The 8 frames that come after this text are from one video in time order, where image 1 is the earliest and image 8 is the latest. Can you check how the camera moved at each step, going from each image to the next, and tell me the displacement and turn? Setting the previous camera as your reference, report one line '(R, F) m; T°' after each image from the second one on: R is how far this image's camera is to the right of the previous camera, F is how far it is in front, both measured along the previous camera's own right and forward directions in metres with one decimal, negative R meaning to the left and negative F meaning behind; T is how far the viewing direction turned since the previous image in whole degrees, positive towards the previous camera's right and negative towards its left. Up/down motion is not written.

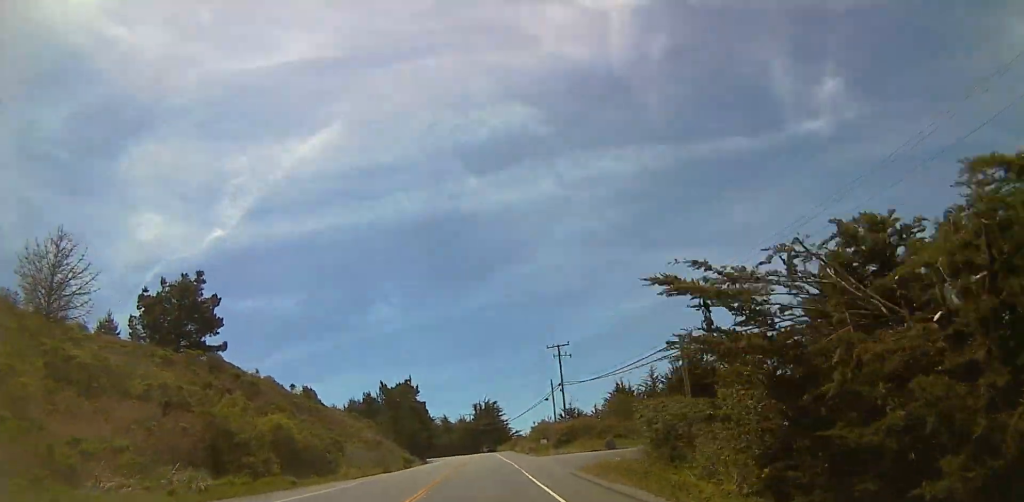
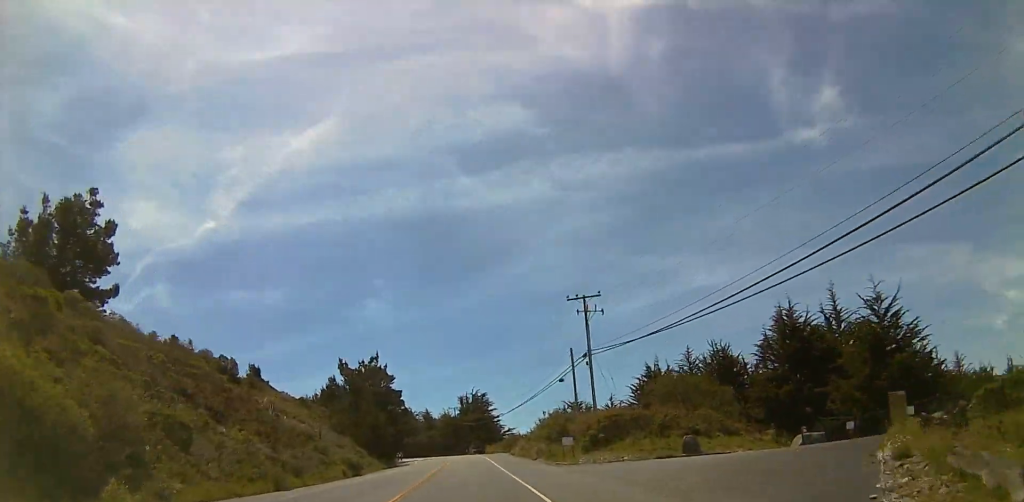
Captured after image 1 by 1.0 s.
(+0.3, +22.7) m; +1°
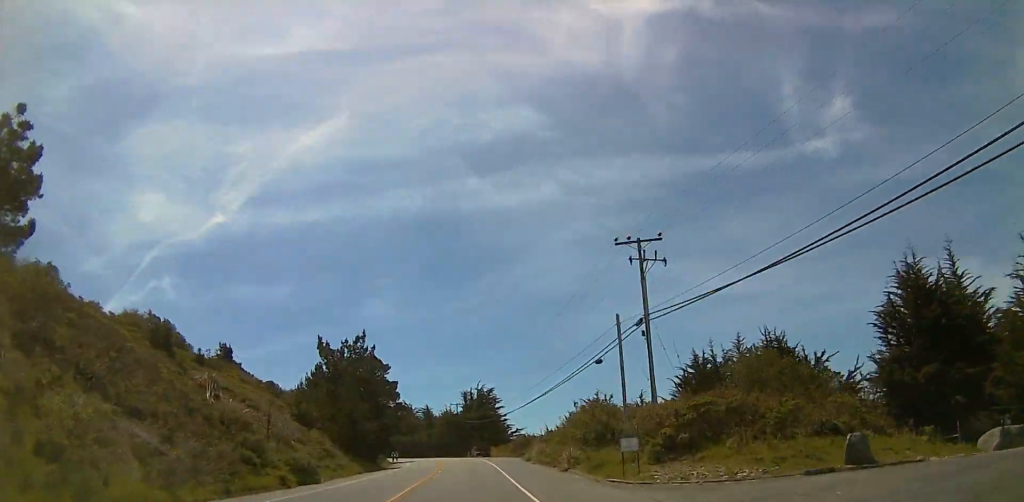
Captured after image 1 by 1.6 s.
(0.0, +14.3) m; 0°
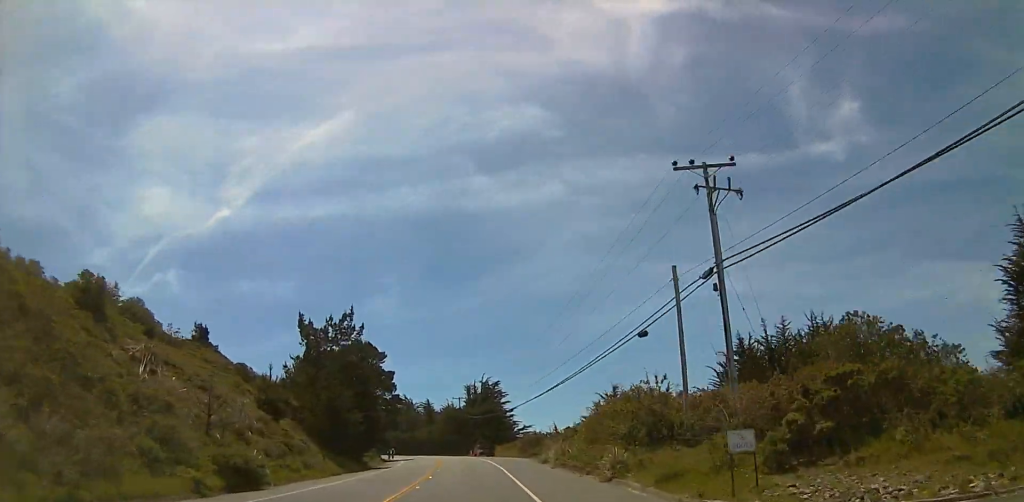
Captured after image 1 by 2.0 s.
(0.0, +9.6) m; 0°
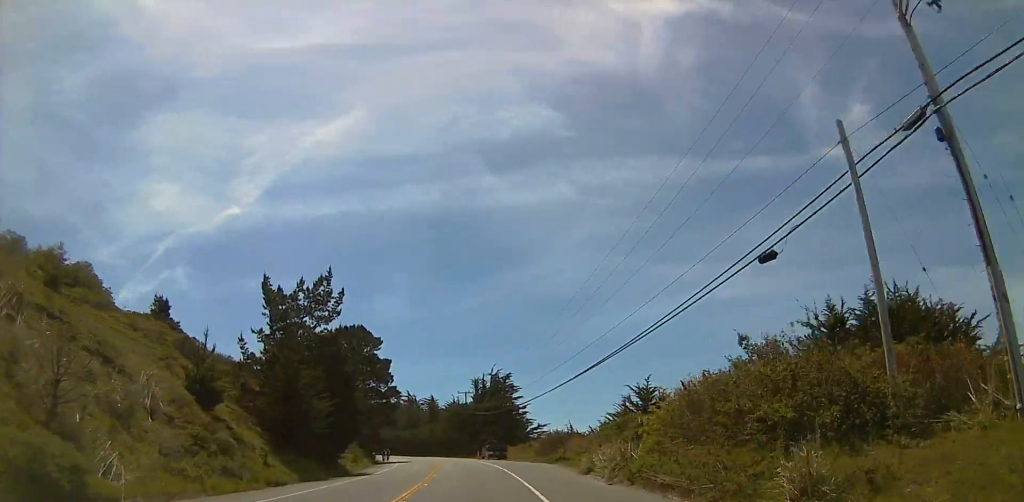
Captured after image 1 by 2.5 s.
(0.0, +13.0) m; 0°
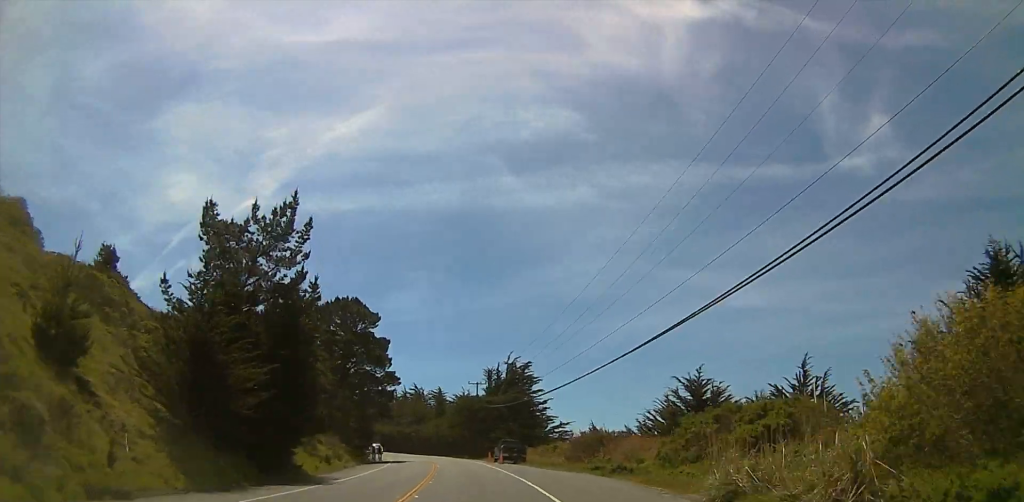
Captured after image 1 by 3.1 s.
(0.0, +14.0) m; 0°
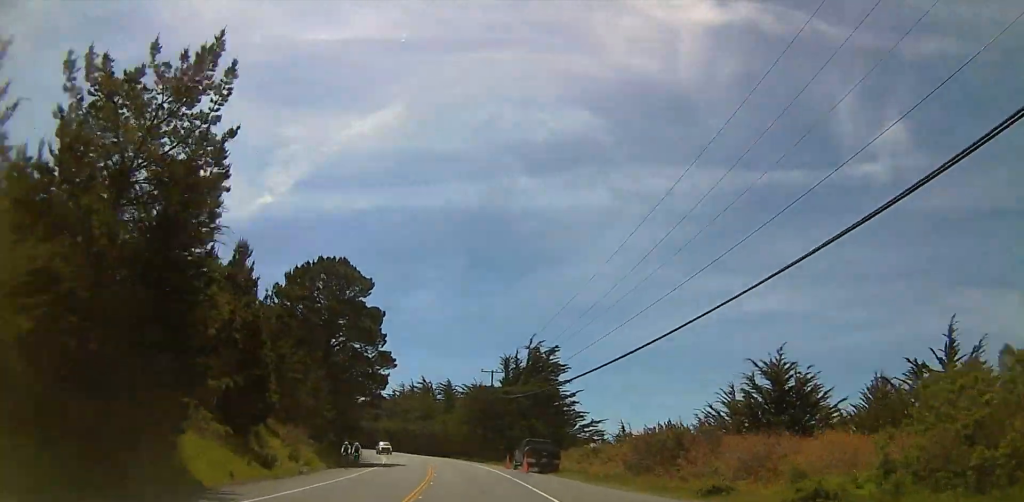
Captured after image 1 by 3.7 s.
(0.0, +15.3) m; -1°
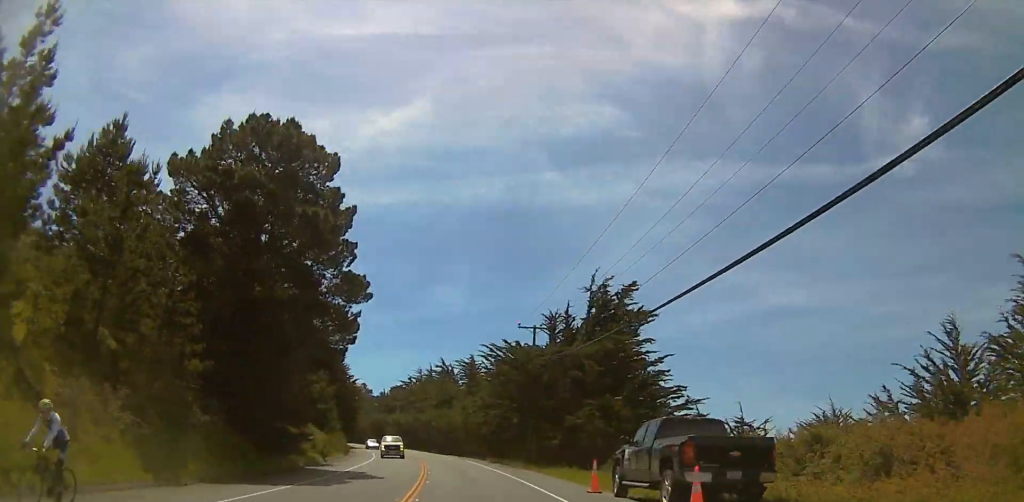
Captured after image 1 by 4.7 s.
(-0.6, +27.3) m; -3°
